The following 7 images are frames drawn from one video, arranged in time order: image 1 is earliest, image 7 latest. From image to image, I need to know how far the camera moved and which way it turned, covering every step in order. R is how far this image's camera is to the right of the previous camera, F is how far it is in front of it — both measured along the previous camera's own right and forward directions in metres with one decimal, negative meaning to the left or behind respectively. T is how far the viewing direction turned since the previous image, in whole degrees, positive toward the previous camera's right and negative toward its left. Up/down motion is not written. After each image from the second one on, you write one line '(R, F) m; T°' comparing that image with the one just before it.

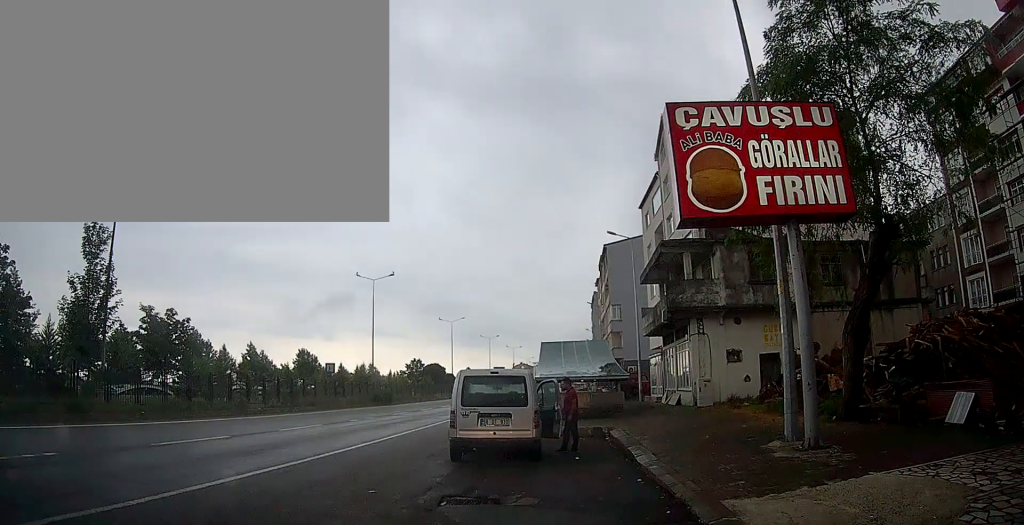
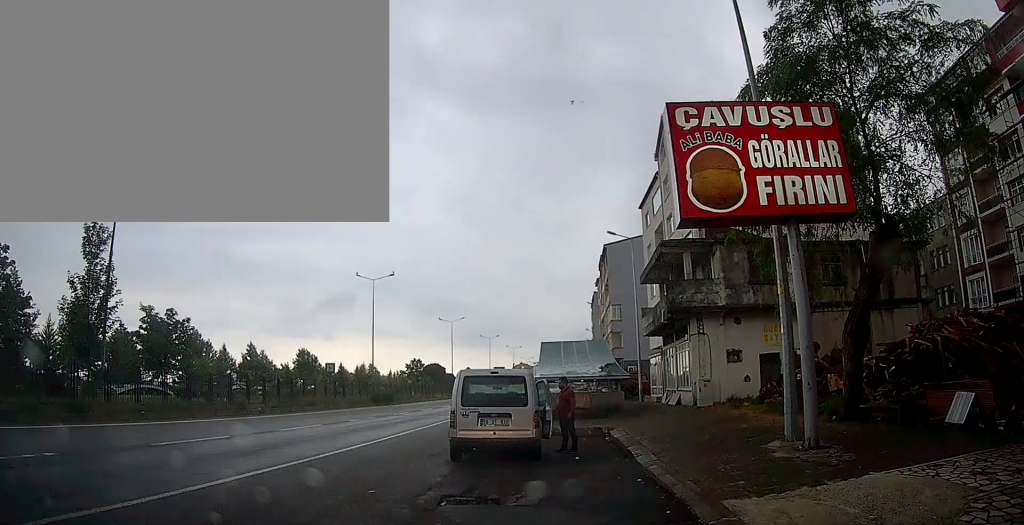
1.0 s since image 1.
(0.0, 0.0) m; 0°
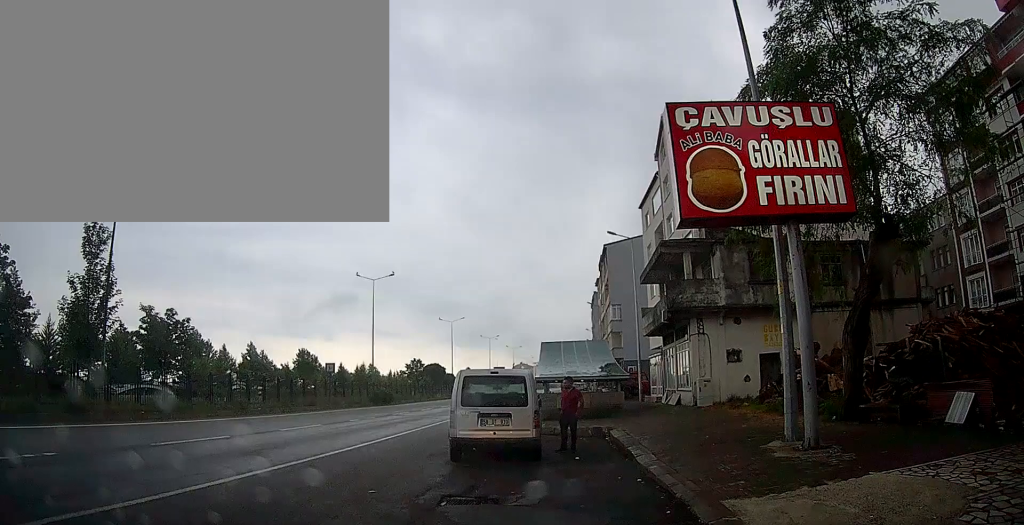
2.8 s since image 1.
(0.0, 0.0) m; 0°
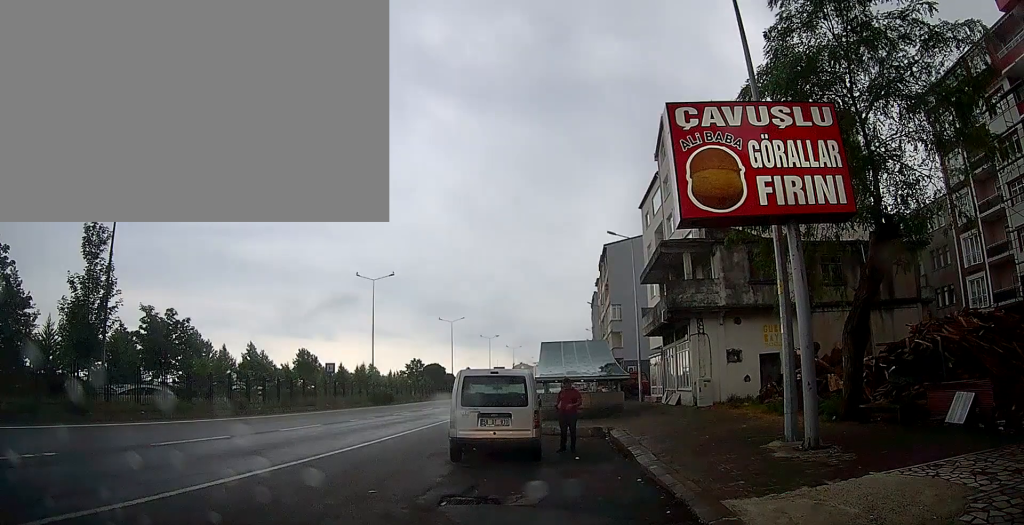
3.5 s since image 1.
(0.0, 0.0) m; 0°
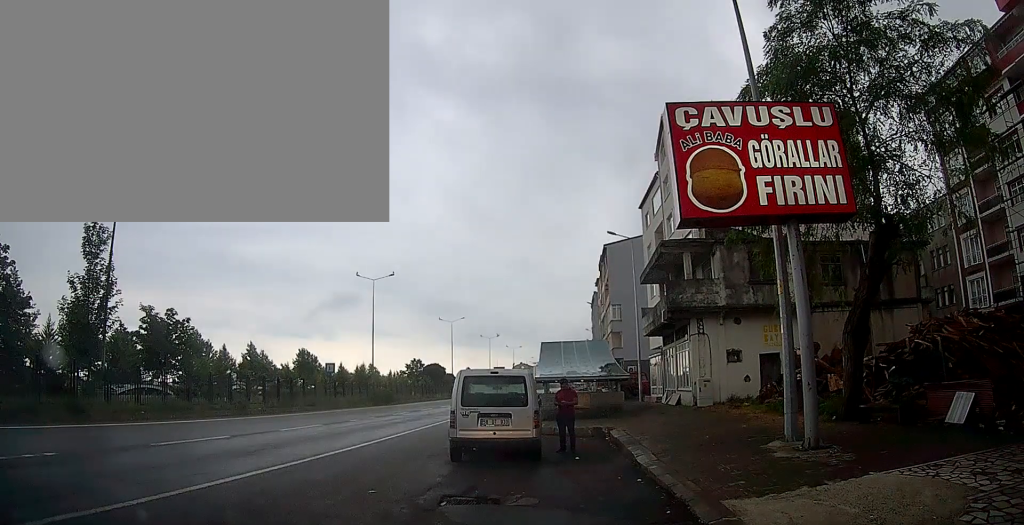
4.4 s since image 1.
(0.0, 0.0) m; 0°
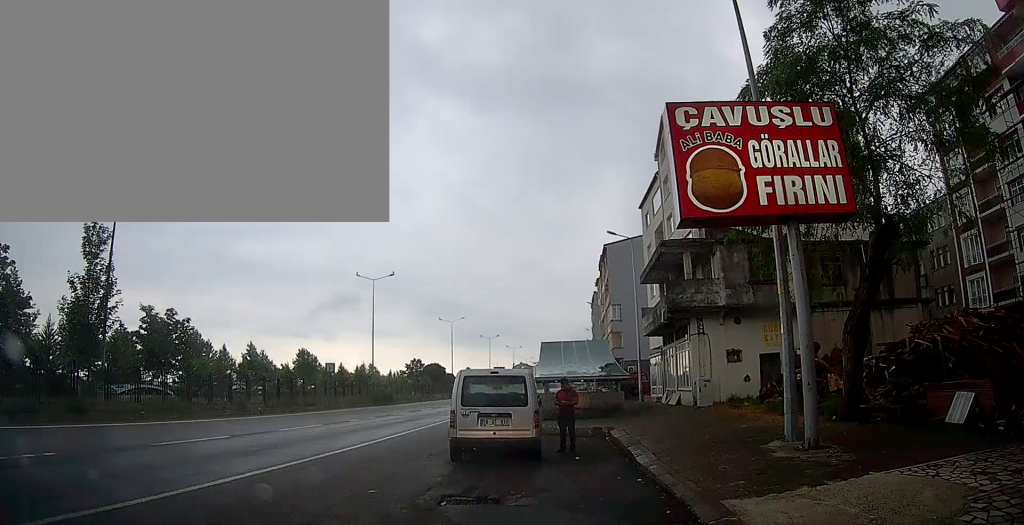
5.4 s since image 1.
(0.0, 0.0) m; 0°
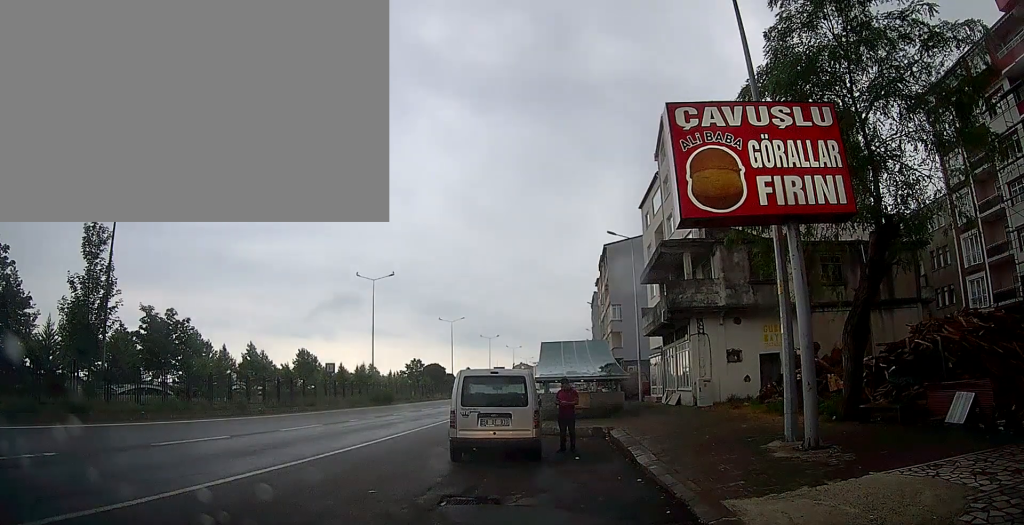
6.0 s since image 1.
(0.0, 0.0) m; 0°
